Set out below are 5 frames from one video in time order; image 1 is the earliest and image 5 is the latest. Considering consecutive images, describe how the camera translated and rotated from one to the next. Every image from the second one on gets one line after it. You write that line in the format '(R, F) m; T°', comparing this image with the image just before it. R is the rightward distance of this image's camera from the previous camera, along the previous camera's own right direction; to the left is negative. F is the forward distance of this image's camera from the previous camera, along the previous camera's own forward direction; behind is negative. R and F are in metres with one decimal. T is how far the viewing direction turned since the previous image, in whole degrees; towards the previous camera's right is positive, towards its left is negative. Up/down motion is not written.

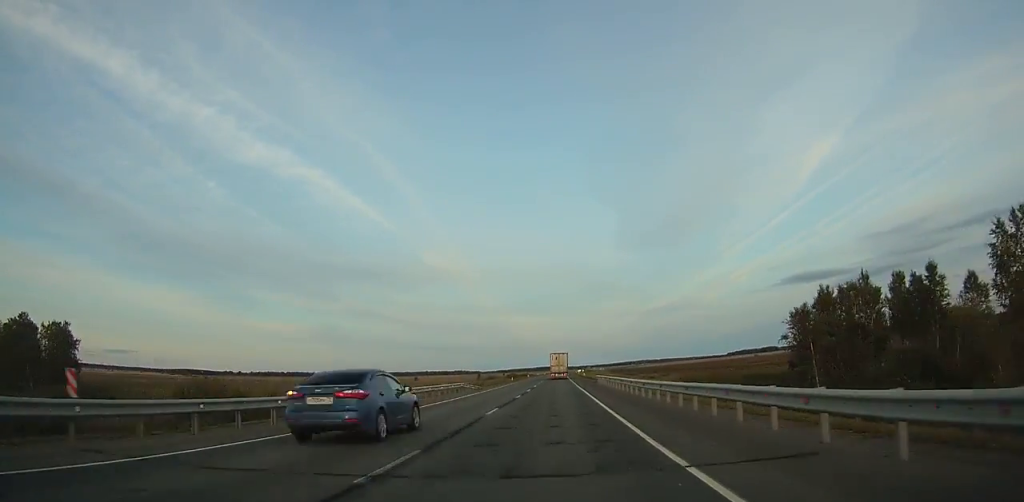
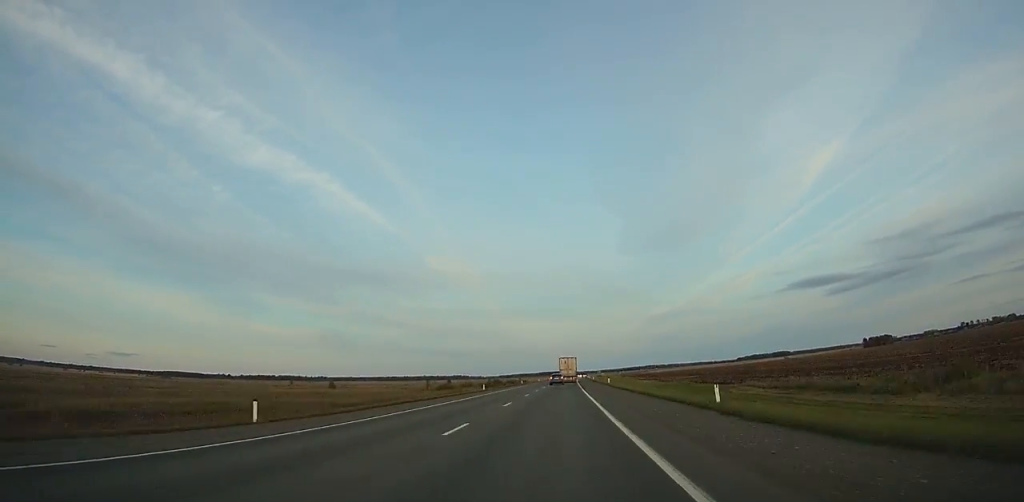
(+0.1, +101.5) m; 0°
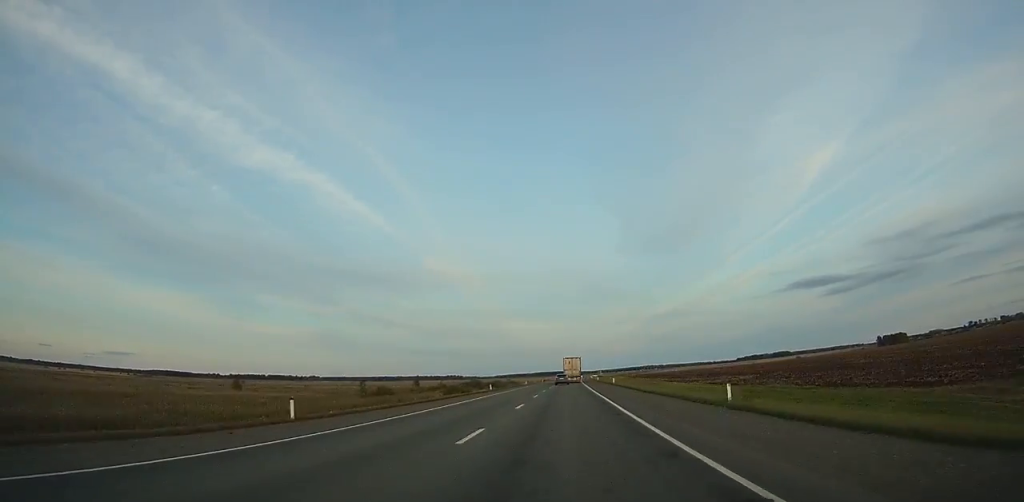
(+0.1, +48.9) m; +1°
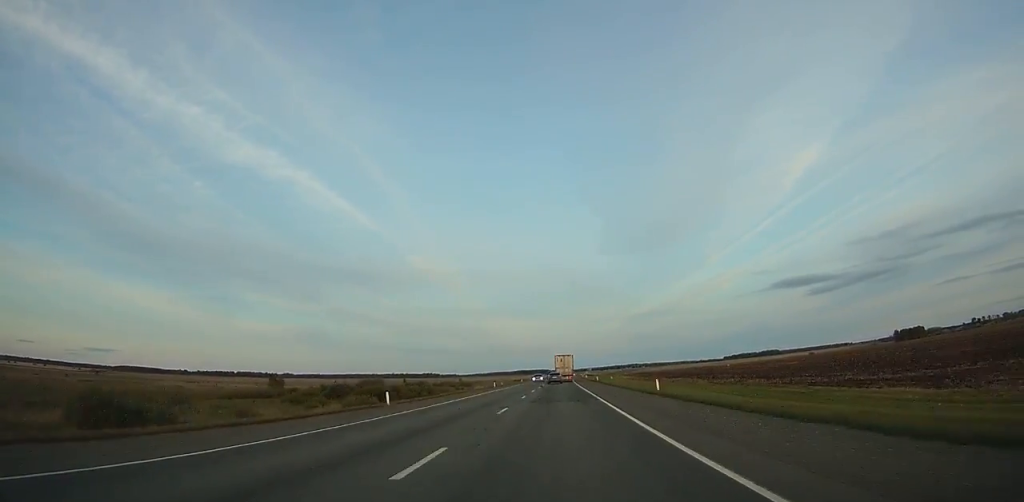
(+0.9, +84.1) m; +1°
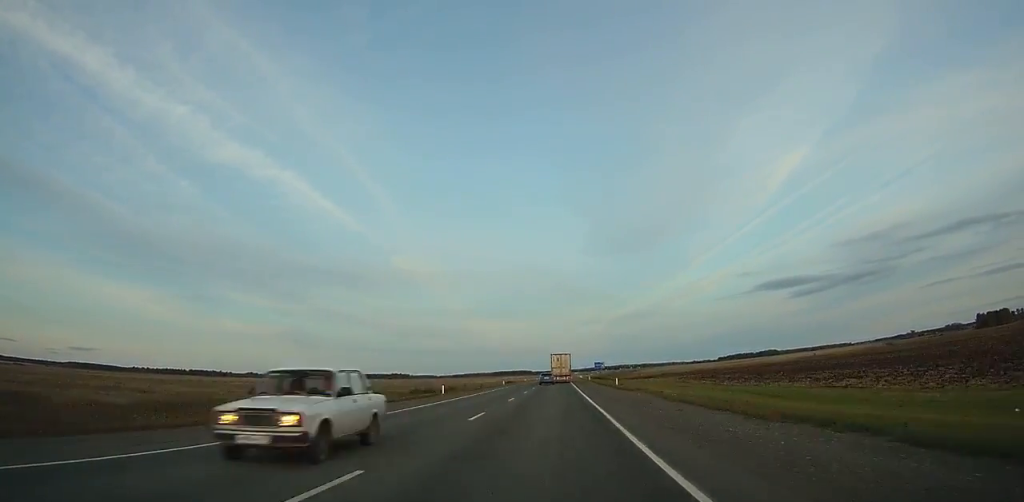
(+2.9, +184.7) m; +1°
